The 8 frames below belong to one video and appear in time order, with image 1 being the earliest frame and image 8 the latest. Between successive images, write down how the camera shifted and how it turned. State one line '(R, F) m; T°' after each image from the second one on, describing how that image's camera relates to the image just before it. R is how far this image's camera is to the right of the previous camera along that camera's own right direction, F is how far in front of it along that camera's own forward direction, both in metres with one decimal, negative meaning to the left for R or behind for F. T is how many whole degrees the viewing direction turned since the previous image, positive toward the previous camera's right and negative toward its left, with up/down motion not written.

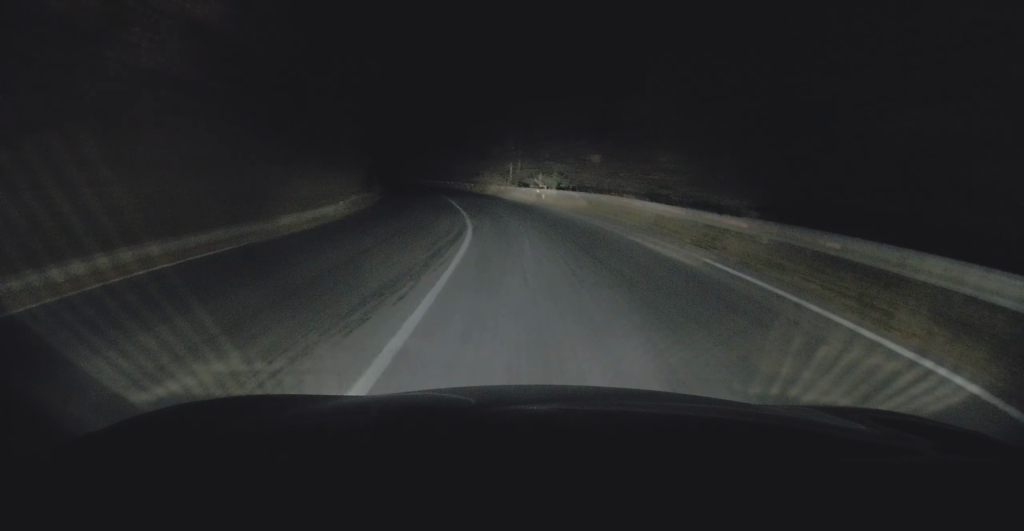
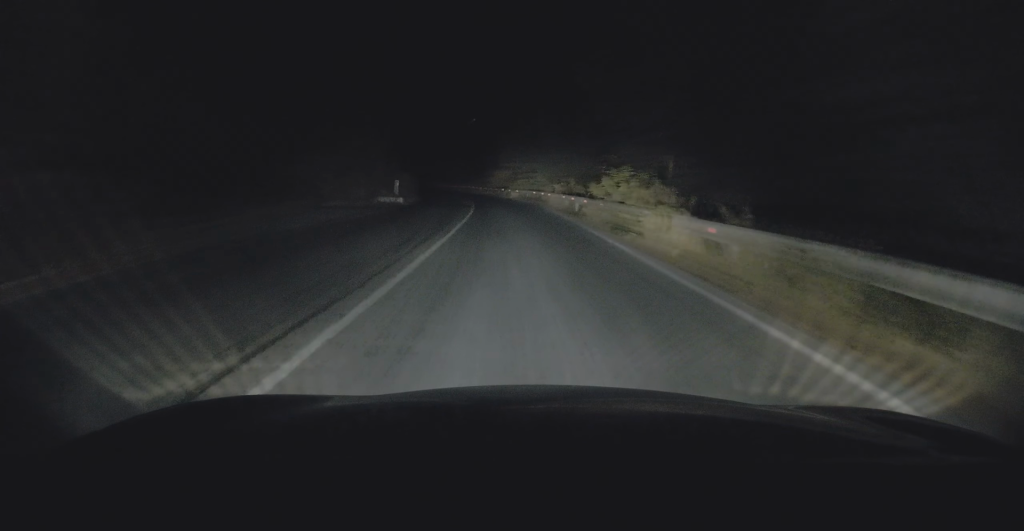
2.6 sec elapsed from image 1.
(-2.8, +37.0) m; -8°
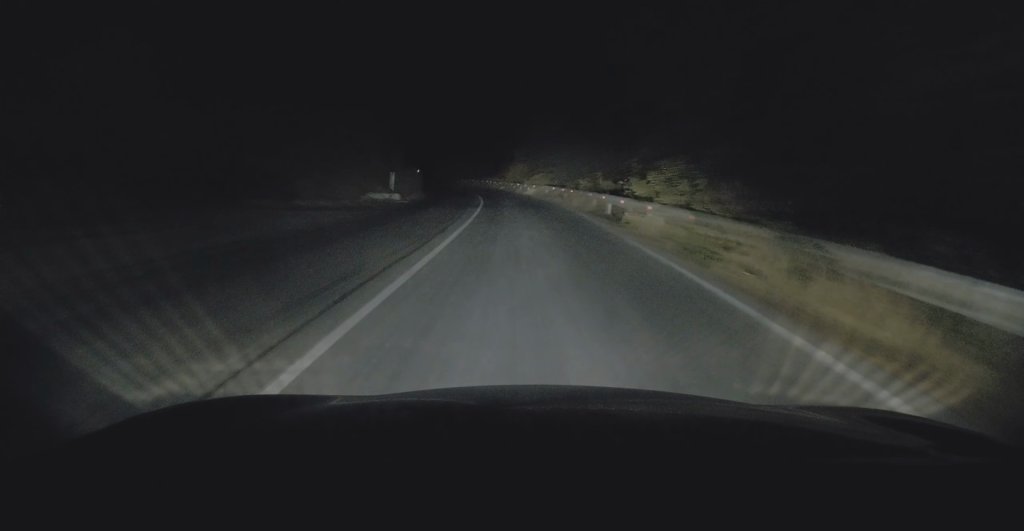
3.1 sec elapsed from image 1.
(0.0, +6.1) m; -1°
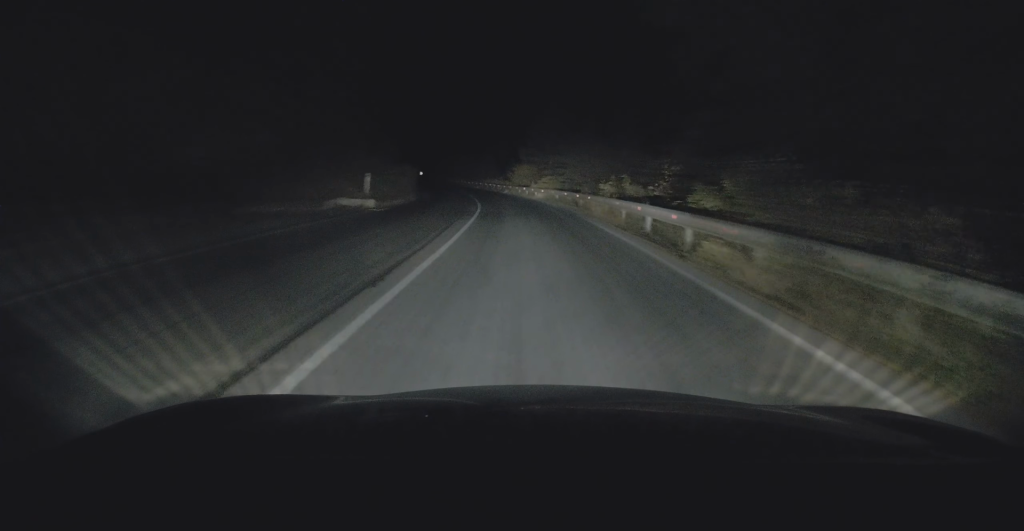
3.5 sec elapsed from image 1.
(-0.1, +6.6) m; -1°
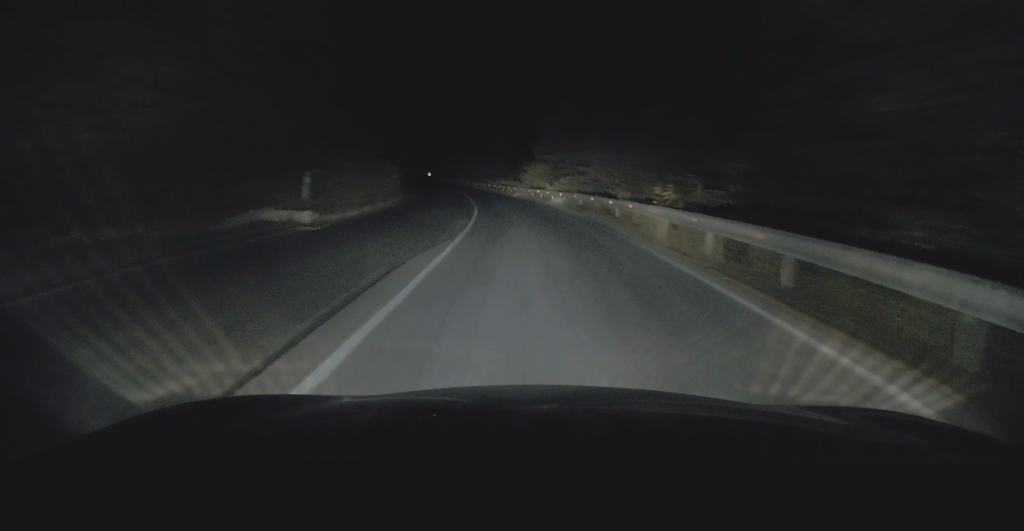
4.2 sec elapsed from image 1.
(0.0, +8.9) m; -2°
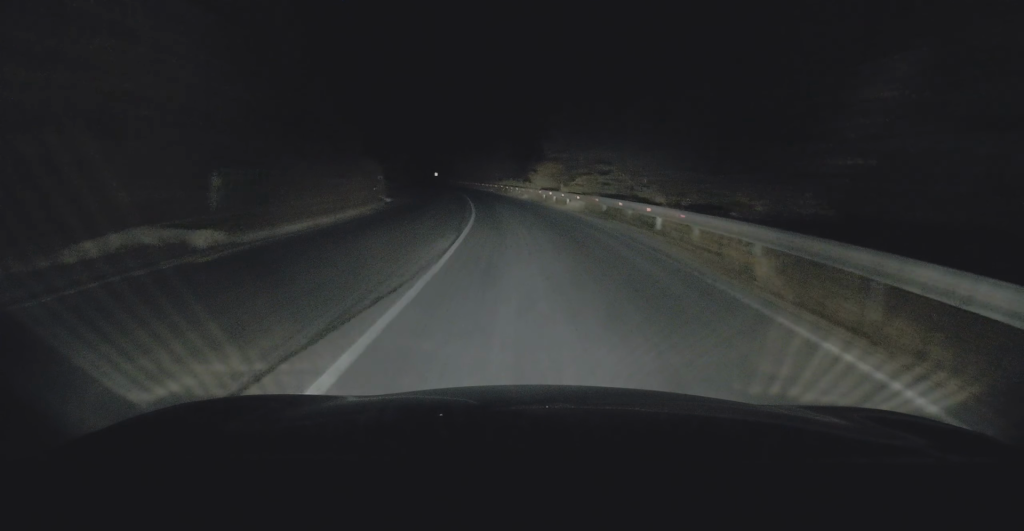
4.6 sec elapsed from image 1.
(-0.2, +6.1) m; -2°
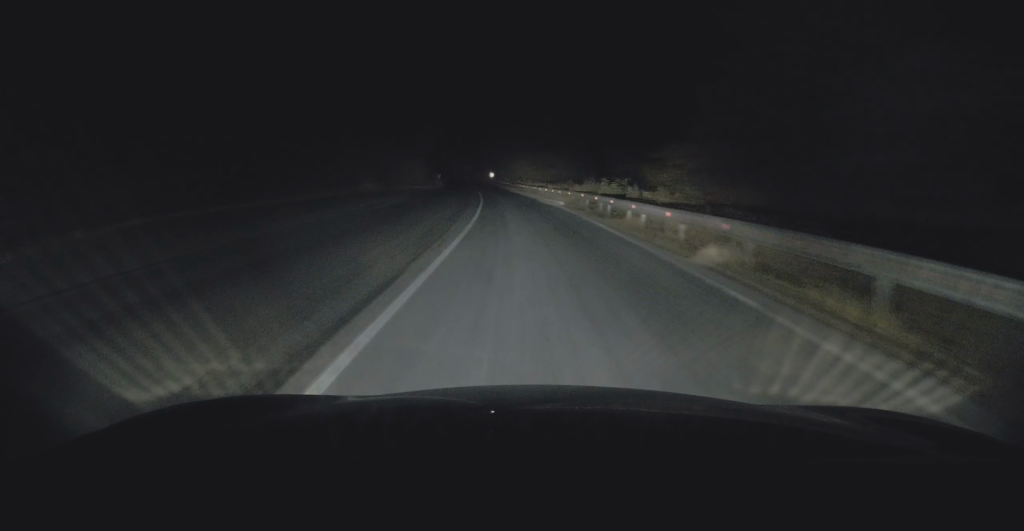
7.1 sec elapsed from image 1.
(-2.9, +35.6) m; -8°
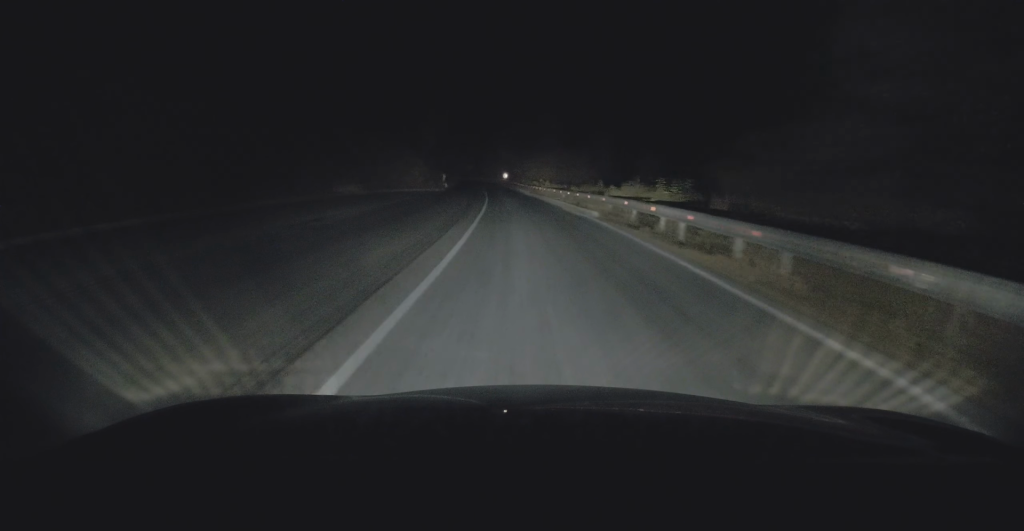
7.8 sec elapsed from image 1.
(0.0, +9.4) m; -2°
